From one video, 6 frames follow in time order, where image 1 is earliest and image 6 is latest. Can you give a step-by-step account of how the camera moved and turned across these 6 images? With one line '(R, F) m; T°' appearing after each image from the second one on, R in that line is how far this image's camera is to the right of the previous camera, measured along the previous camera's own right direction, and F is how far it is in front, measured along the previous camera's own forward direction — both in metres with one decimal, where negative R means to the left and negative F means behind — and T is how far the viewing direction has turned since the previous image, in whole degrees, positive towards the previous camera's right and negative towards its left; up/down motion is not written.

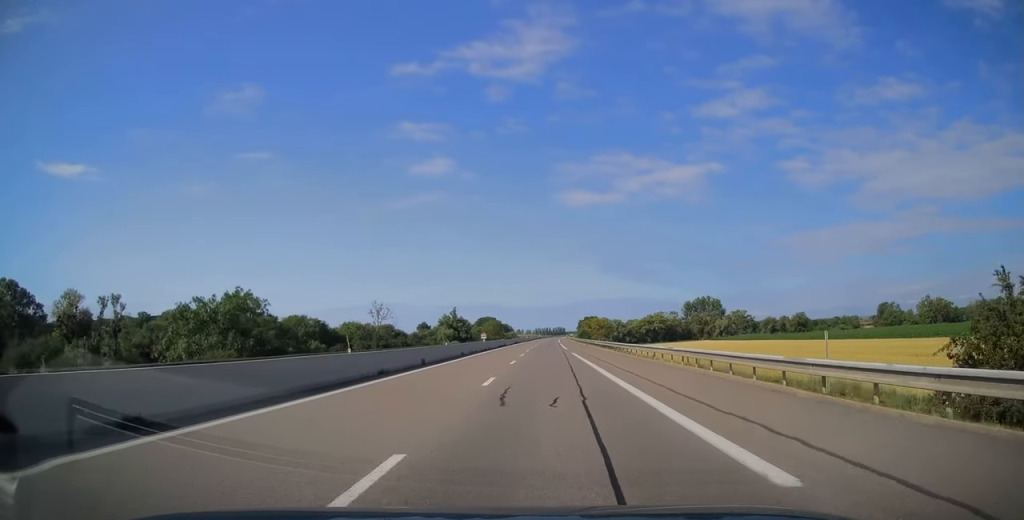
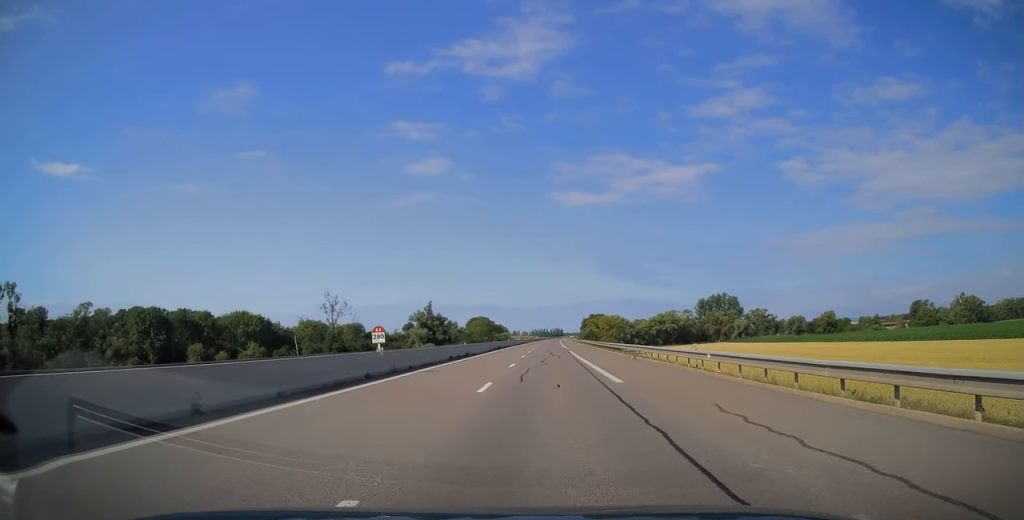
(-0.2, +40.5) m; 0°
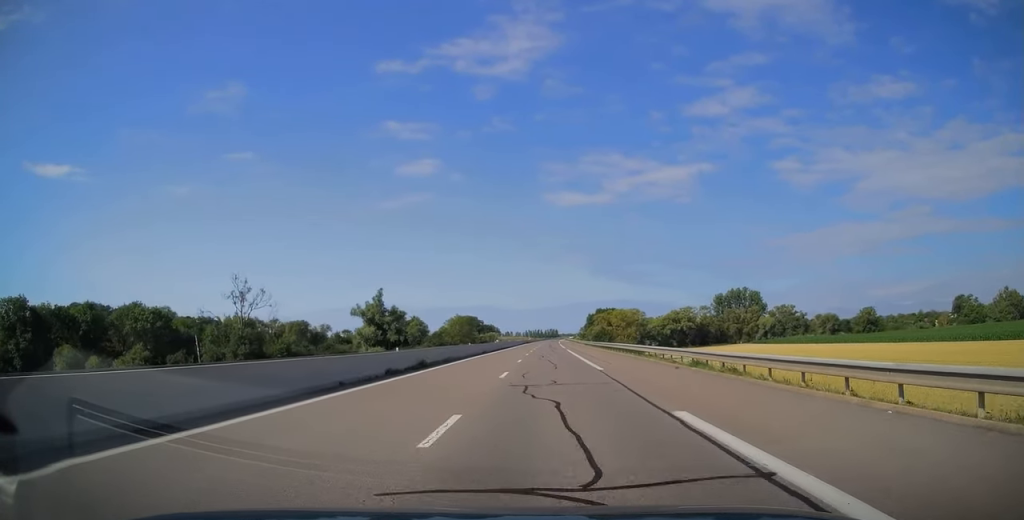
(+1.0, +45.8) m; +2°
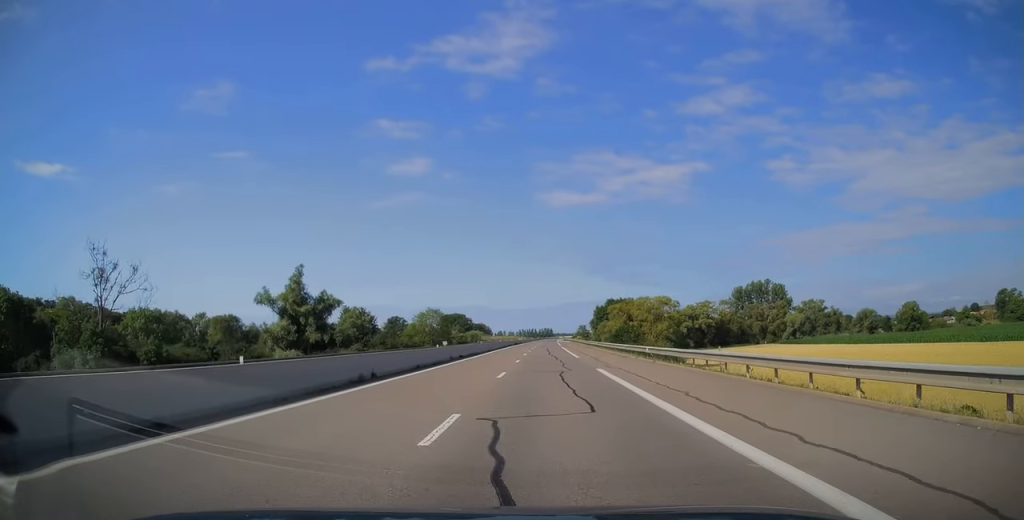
(-0.2, +38.5) m; -1°
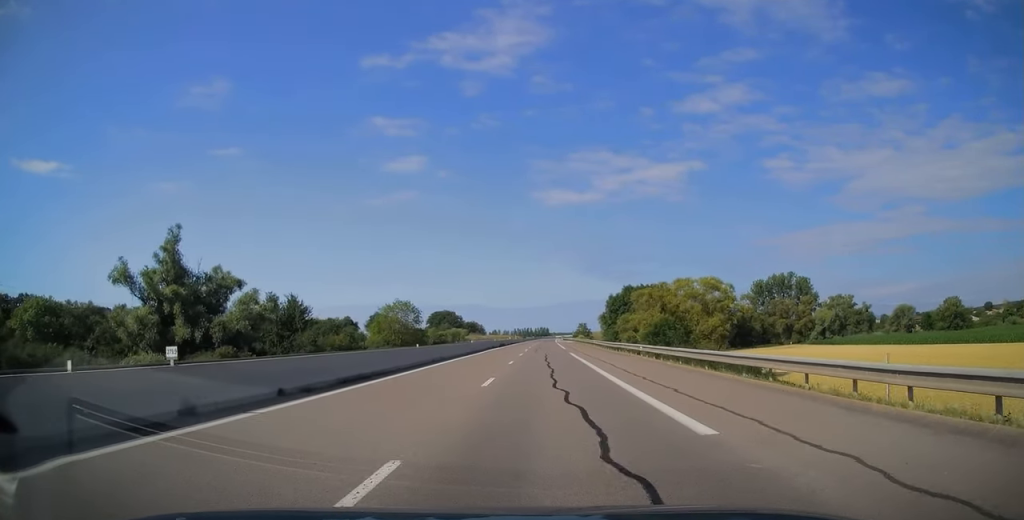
(0.0, +29.8) m; +1°
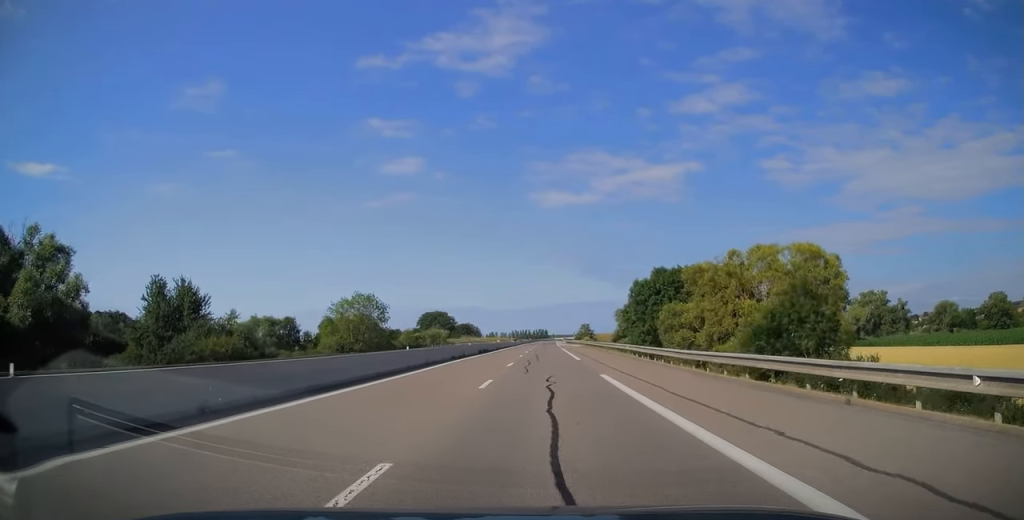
(+0.3, +25.9) m; 0°
